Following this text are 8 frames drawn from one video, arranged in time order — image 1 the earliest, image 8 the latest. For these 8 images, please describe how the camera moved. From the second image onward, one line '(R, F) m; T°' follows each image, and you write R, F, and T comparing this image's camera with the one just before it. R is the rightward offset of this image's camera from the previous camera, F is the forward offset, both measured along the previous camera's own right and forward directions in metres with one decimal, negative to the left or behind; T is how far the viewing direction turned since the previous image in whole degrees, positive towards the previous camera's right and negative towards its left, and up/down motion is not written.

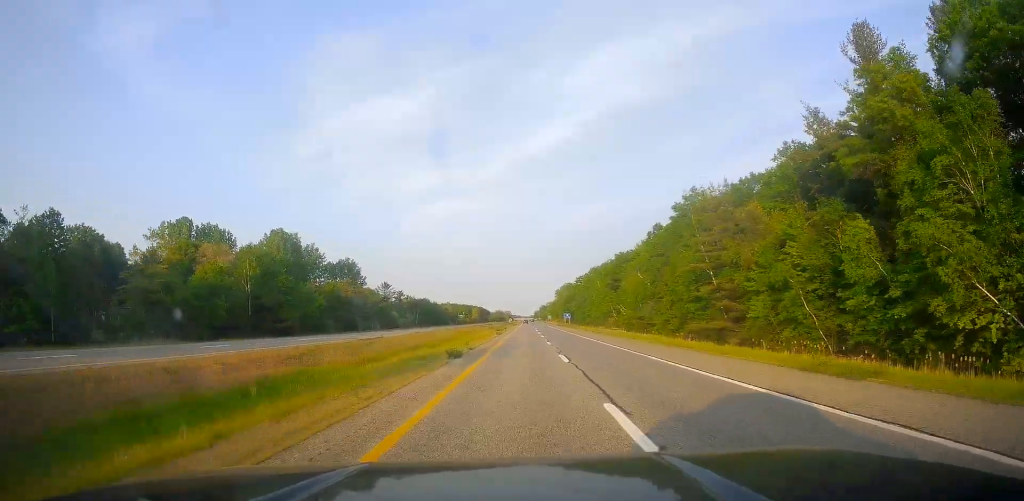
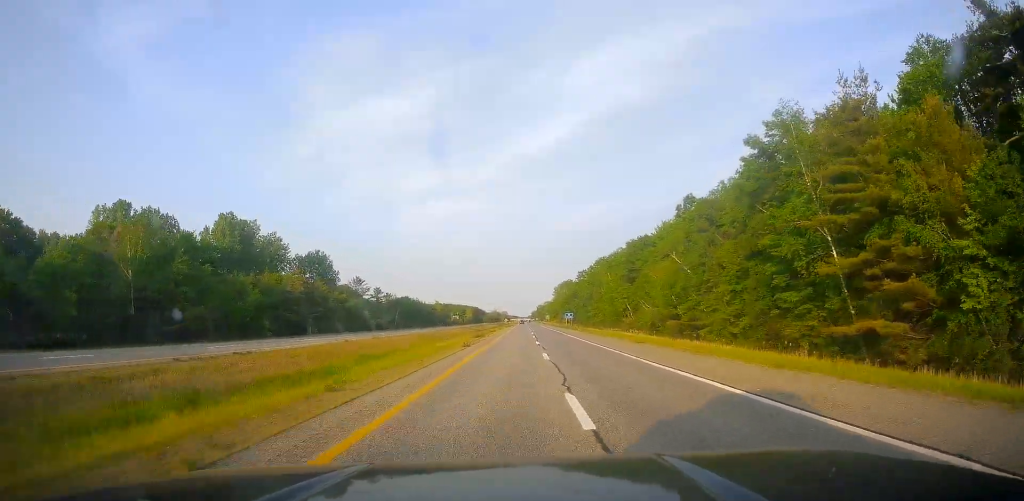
(0.0, +28.8) m; 0°
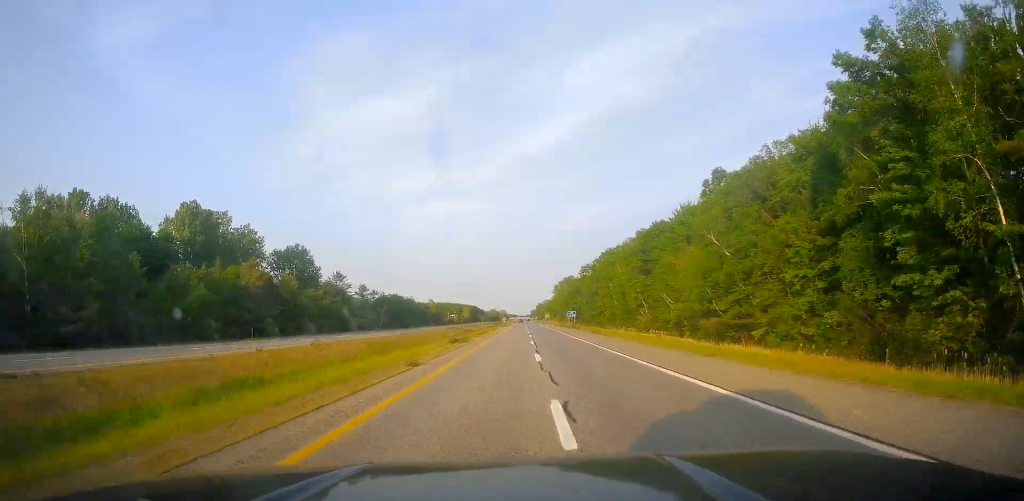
(0.0, +16.8) m; 0°
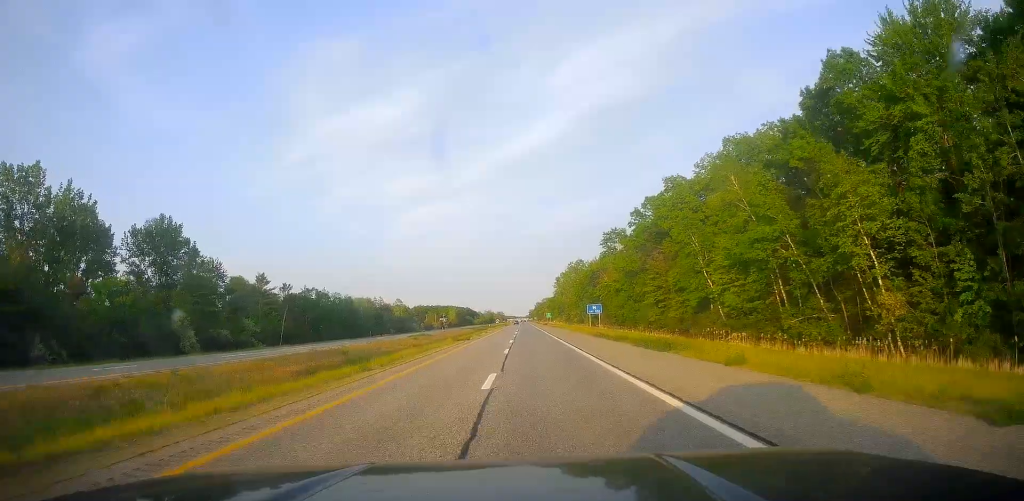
(-0.8, +69.4) m; 0°
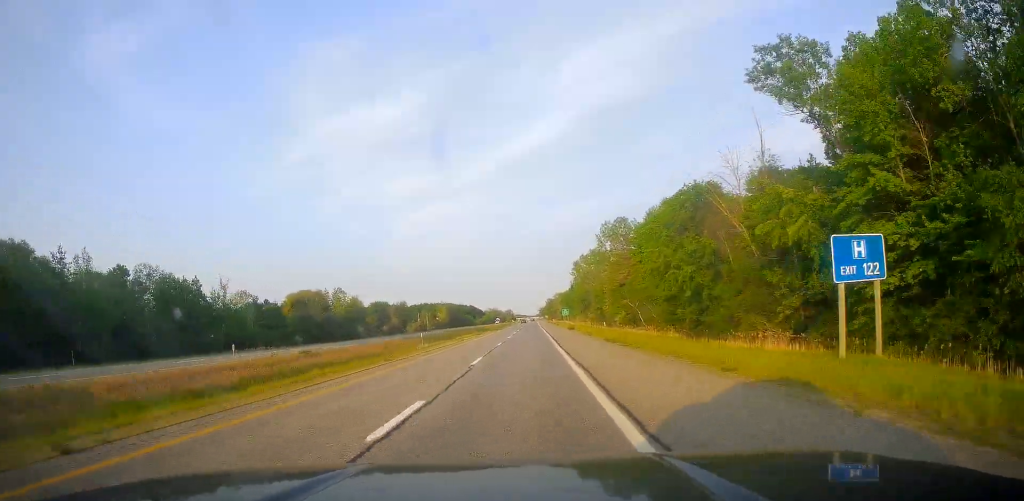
(+0.9, +82.7) m; 0°
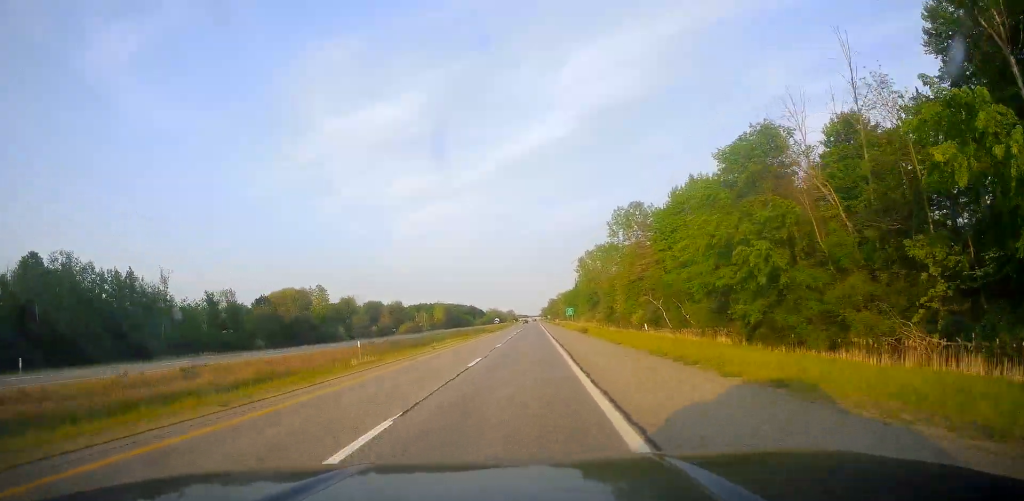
(+0.1, +16.8) m; 0°
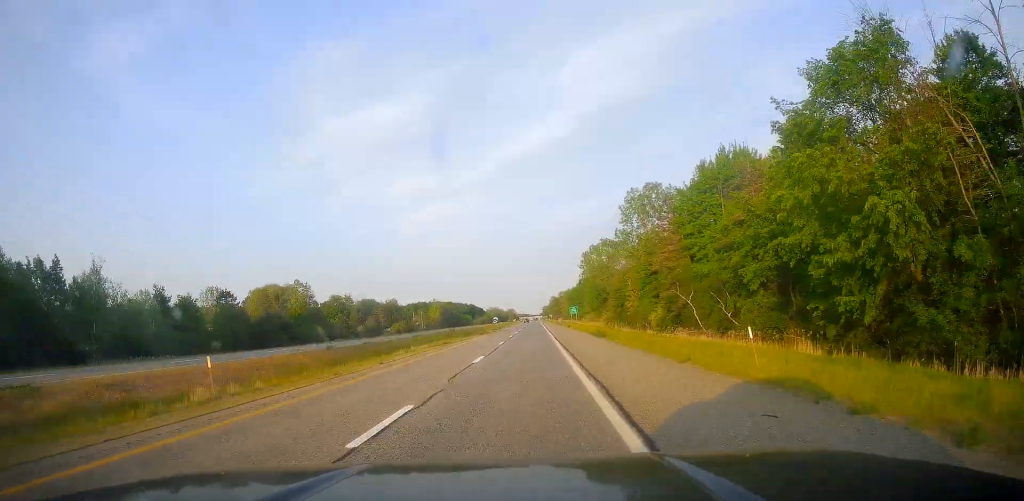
(-0.2, +14.4) m; 0°
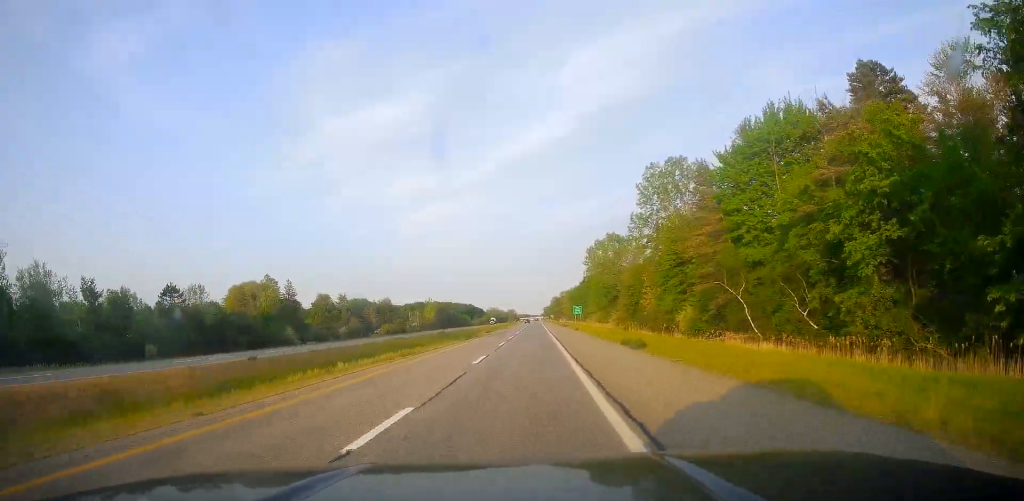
(-0.2, +15.6) m; 0°
